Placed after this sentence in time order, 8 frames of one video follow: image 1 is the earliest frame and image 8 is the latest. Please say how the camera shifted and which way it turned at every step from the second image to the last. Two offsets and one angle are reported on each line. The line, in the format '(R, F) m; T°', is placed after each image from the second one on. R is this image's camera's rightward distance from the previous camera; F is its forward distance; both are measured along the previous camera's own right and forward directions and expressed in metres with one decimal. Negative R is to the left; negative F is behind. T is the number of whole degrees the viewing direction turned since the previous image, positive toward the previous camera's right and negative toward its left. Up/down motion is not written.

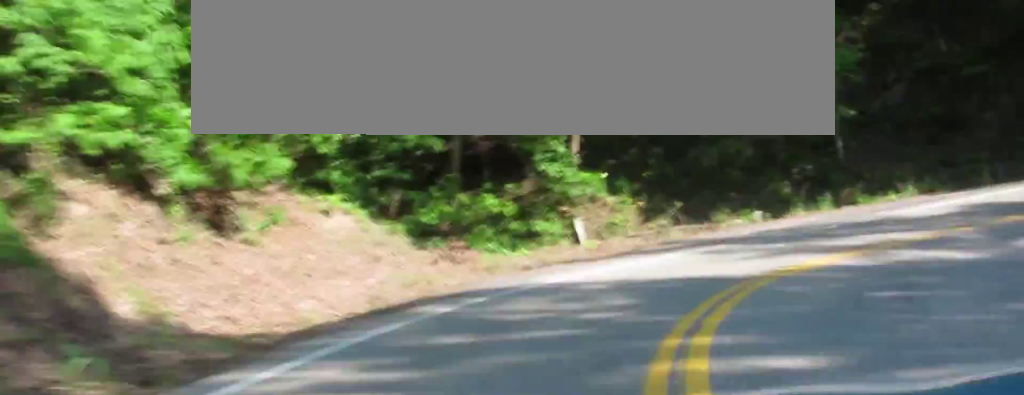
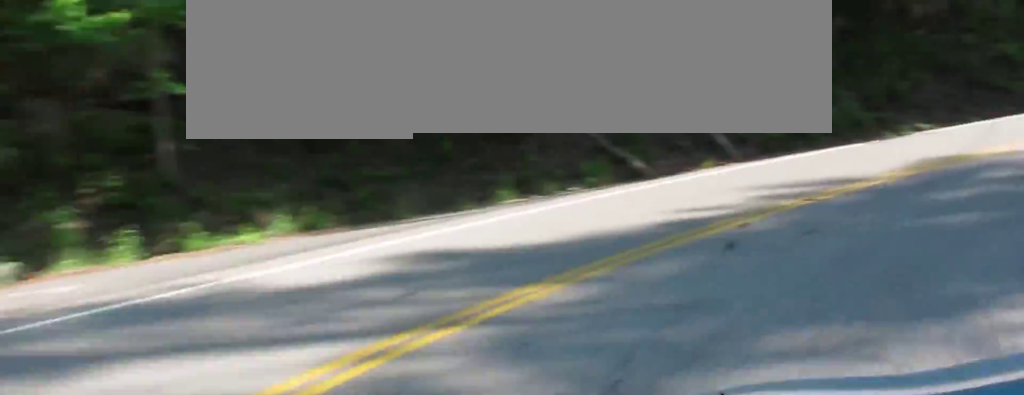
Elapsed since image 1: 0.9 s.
(-1.8, +10.0) m; -17°
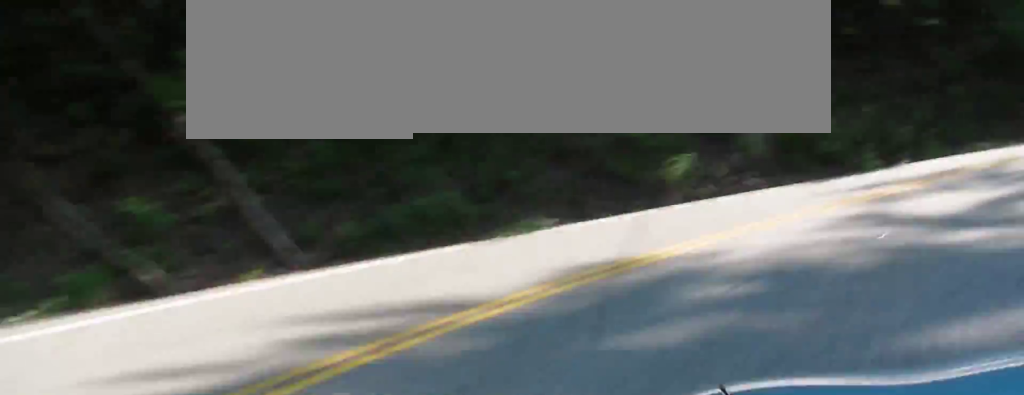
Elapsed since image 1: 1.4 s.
(-0.3, +4.9) m; -7°
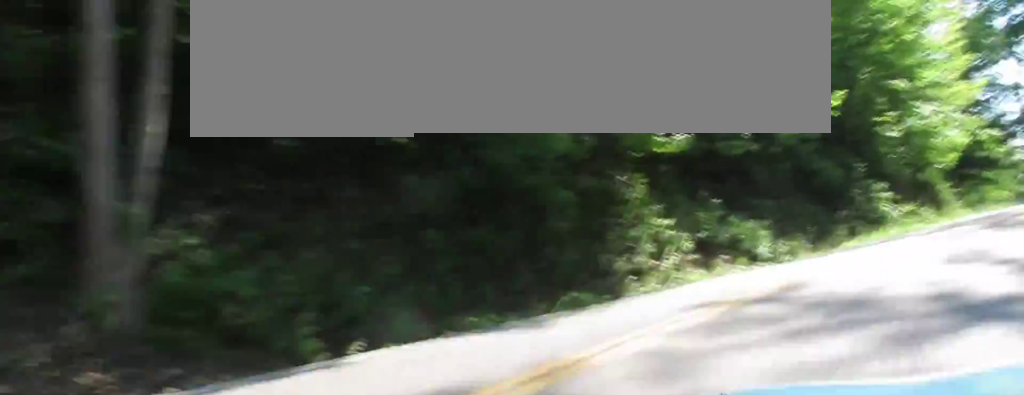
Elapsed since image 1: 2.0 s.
(-0.4, +6.7) m; -6°
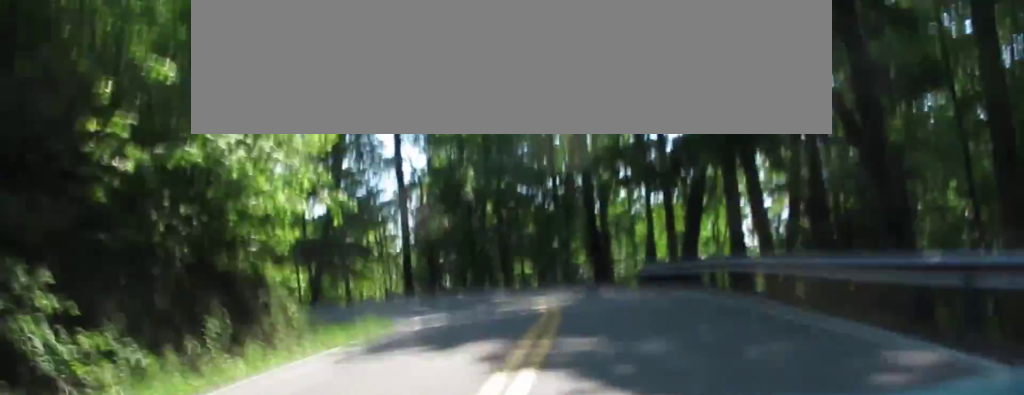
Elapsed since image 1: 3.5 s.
(-0.8, +18.1) m; +4°
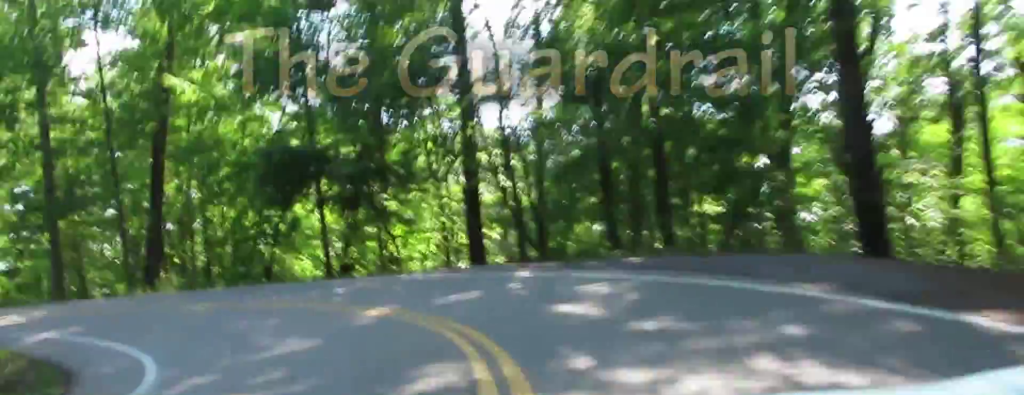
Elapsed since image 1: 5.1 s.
(+3.9, +21.2) m; +32°
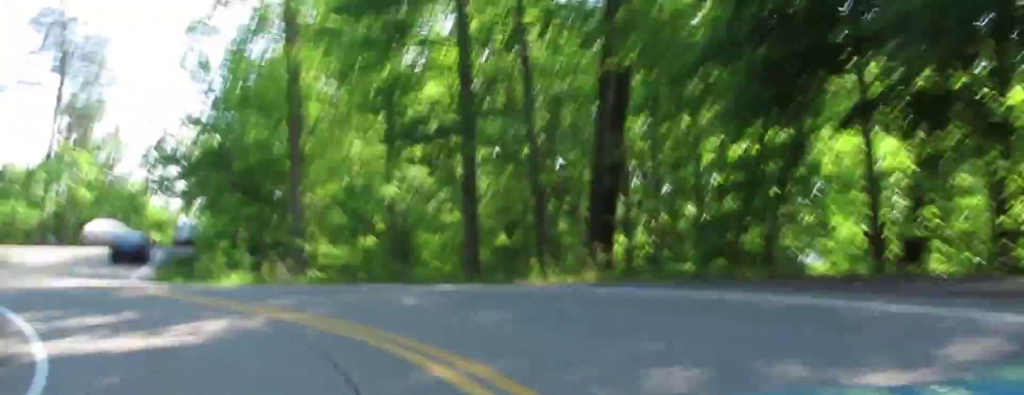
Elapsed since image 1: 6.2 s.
(+4.5, +14.5) m; +55°
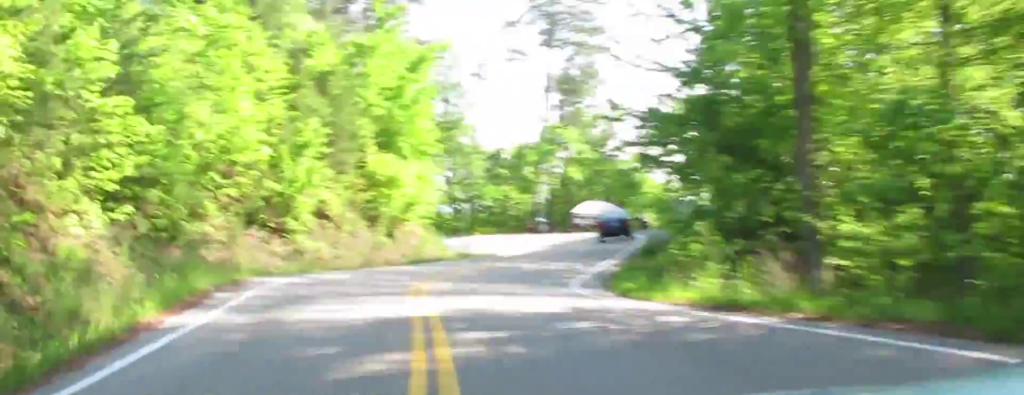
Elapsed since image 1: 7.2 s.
(+7.7, +16.2) m; +26°
